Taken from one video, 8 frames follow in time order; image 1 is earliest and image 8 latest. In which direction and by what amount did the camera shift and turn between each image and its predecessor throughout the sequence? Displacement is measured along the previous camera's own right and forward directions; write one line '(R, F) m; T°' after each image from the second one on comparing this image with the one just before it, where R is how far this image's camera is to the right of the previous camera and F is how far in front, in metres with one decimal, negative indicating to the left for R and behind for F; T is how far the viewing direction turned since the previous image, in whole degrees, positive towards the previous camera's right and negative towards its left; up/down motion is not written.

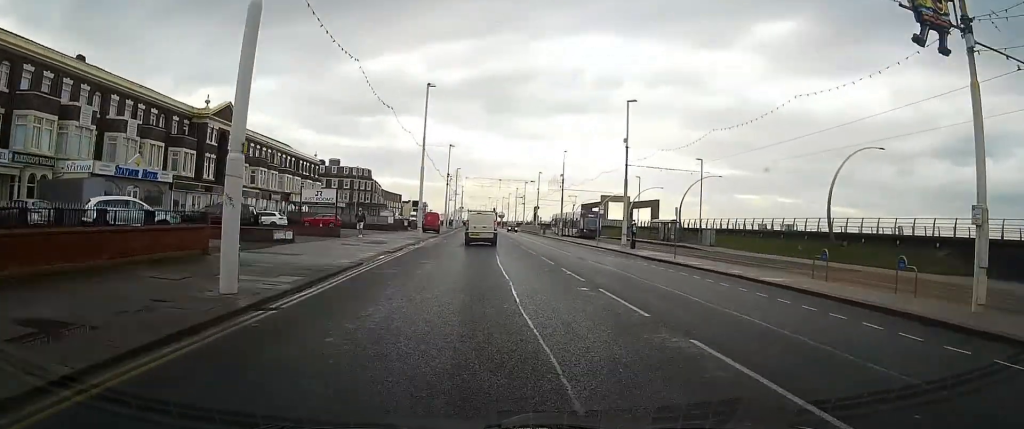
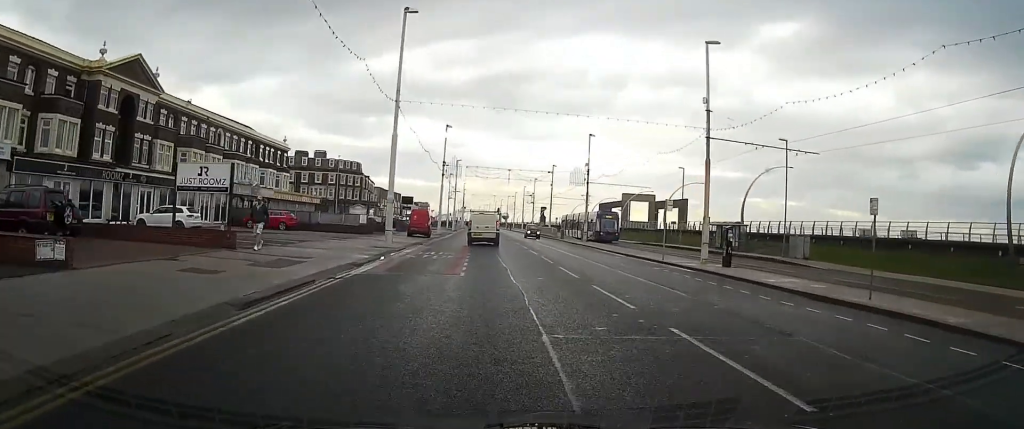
(0.0, +17.1) m; 0°
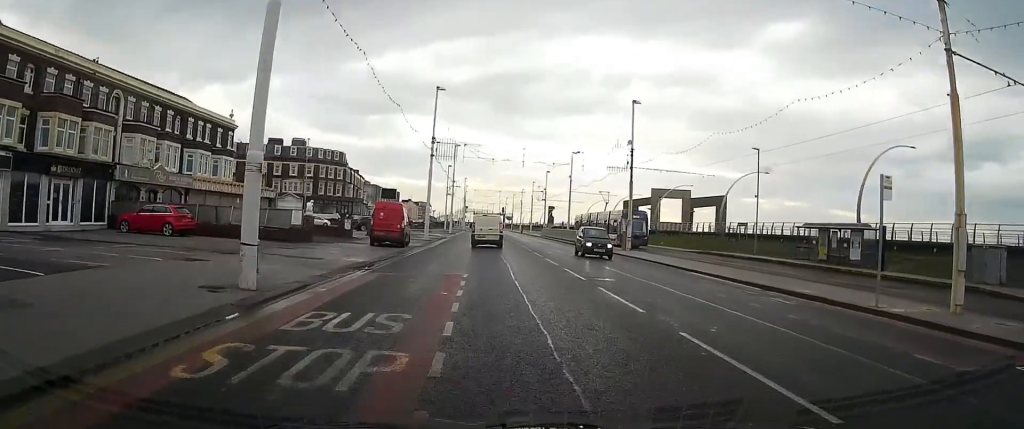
(0.0, +18.5) m; 0°
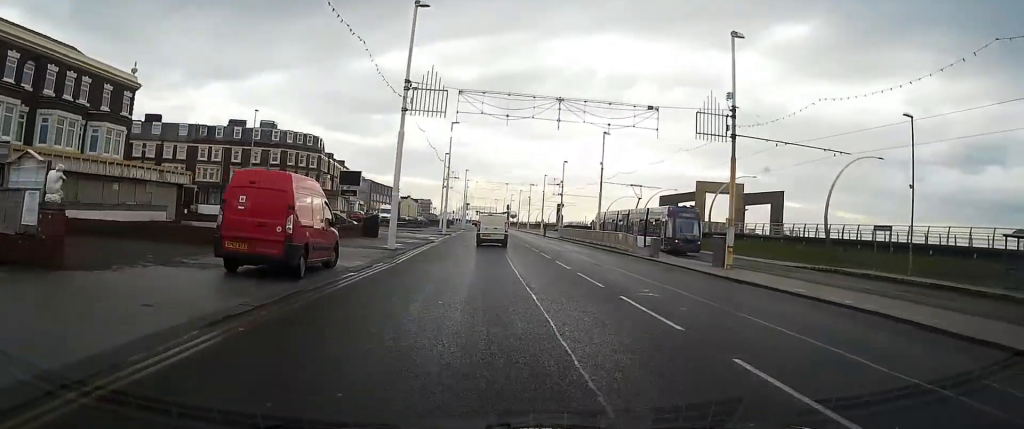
(-0.4, +19.4) m; -2°
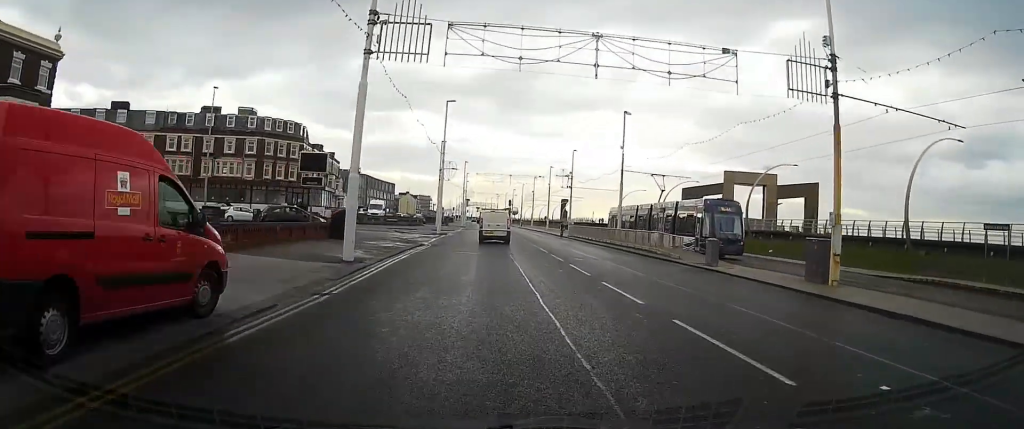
(0.0, +9.2) m; 0°
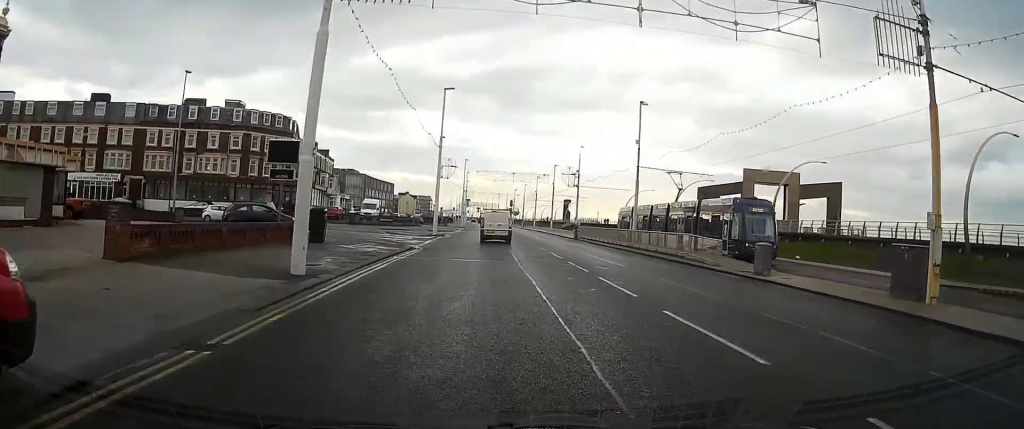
(0.0, +5.2) m; 0°
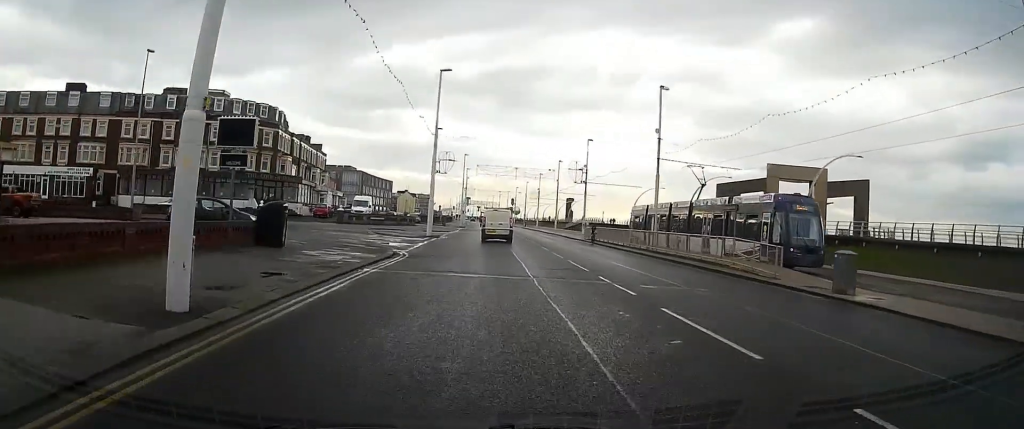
(0.0, +5.6) m; 0°
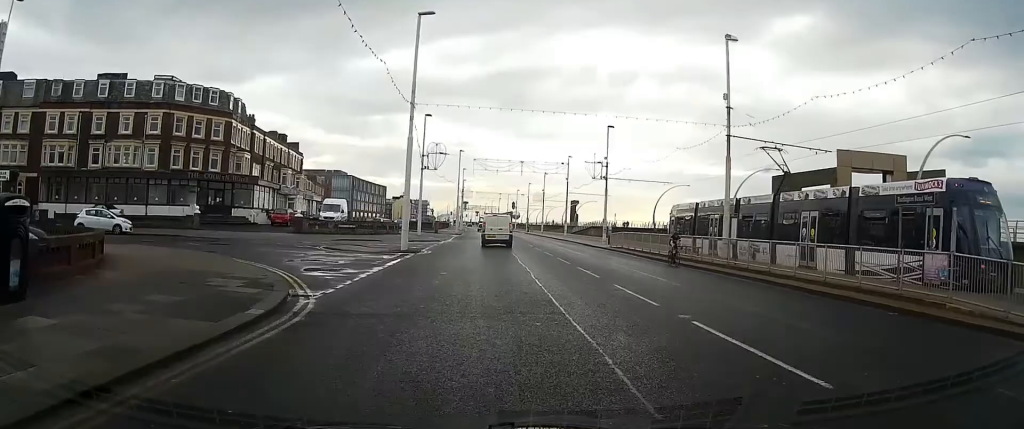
(+0.1, +13.3) m; +1°
